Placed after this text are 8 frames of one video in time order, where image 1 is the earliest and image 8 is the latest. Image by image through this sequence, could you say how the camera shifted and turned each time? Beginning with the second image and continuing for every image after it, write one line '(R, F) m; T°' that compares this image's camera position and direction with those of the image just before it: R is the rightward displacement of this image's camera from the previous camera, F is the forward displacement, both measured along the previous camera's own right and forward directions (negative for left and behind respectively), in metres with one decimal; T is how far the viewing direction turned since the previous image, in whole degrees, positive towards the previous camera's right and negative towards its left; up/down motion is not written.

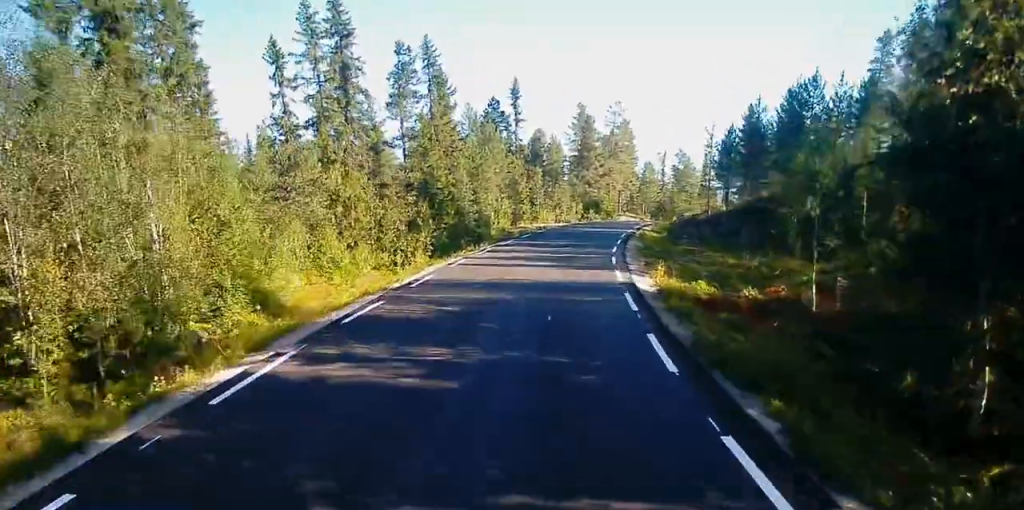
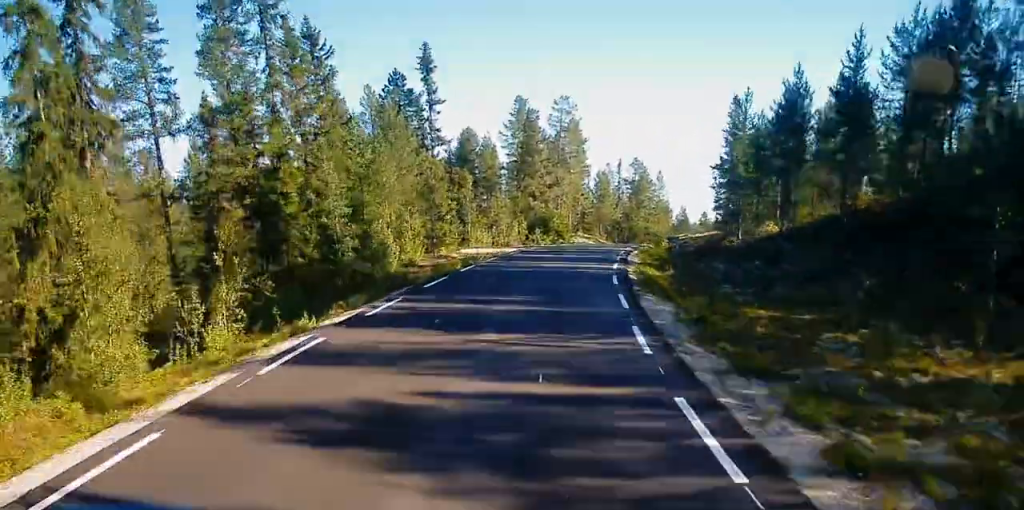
(+1.1, +21.5) m; +5°
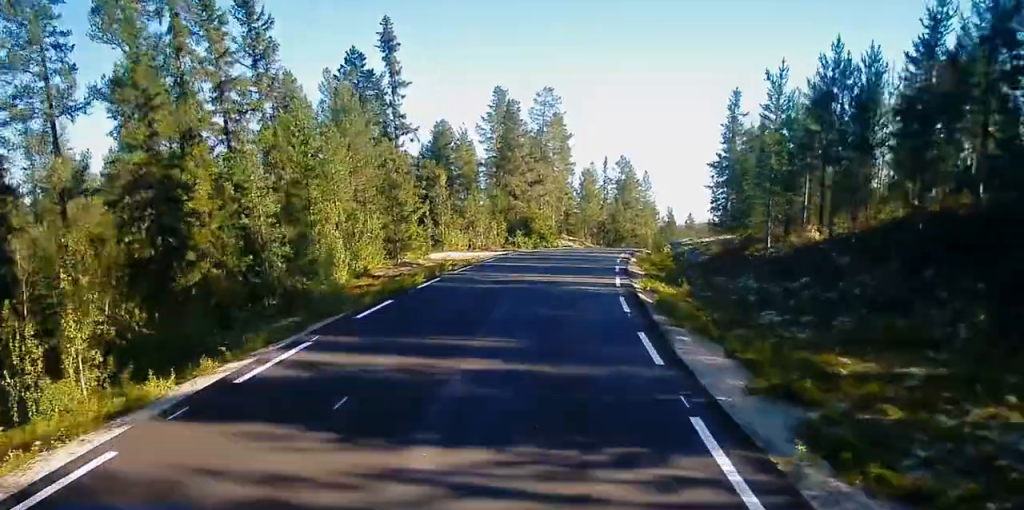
(0.0, +6.8) m; +1°
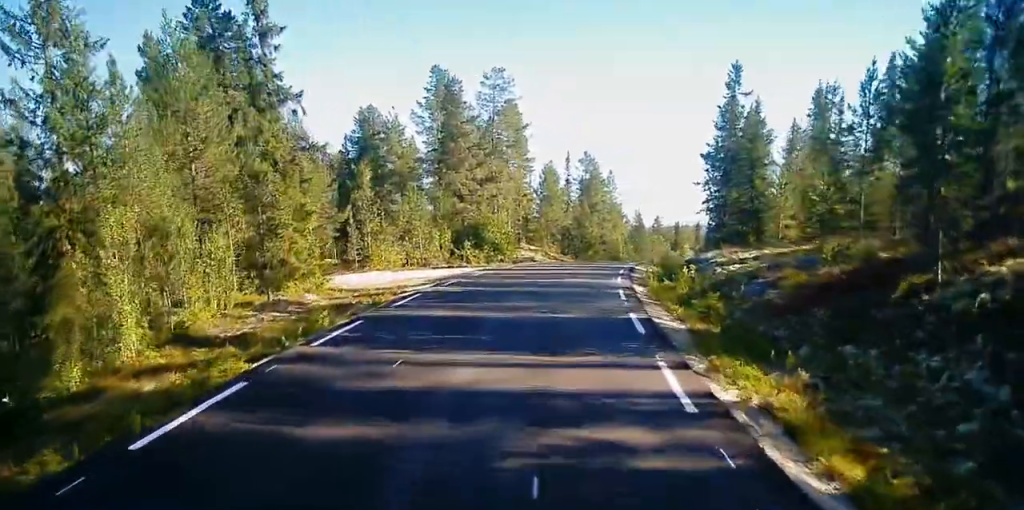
(+0.2, +14.7) m; +3°
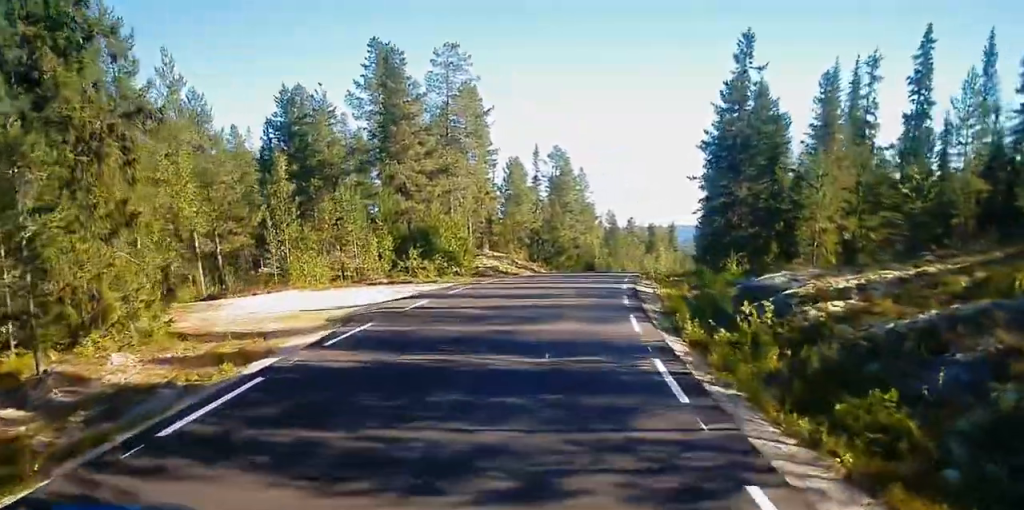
(+0.3, +11.4) m; +3°
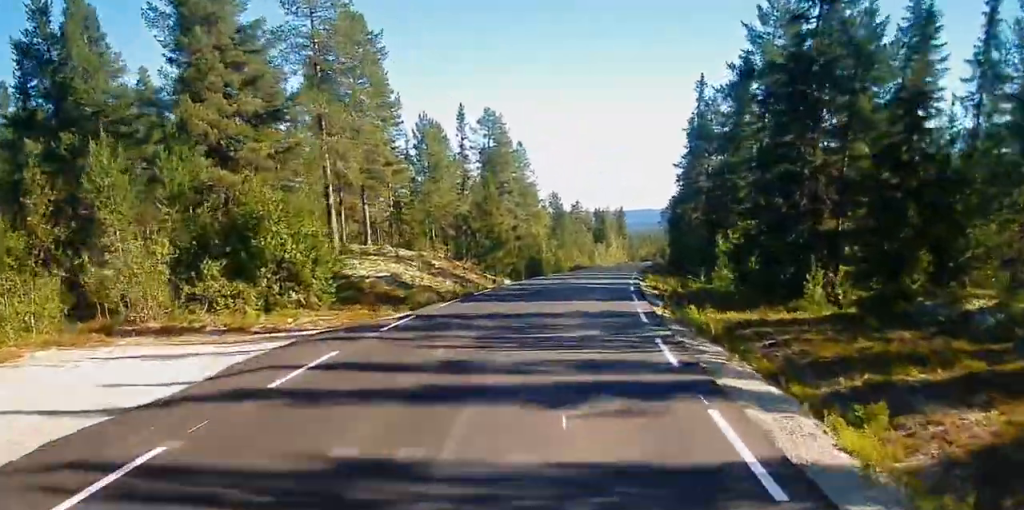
(+0.7, +21.2) m; +5°
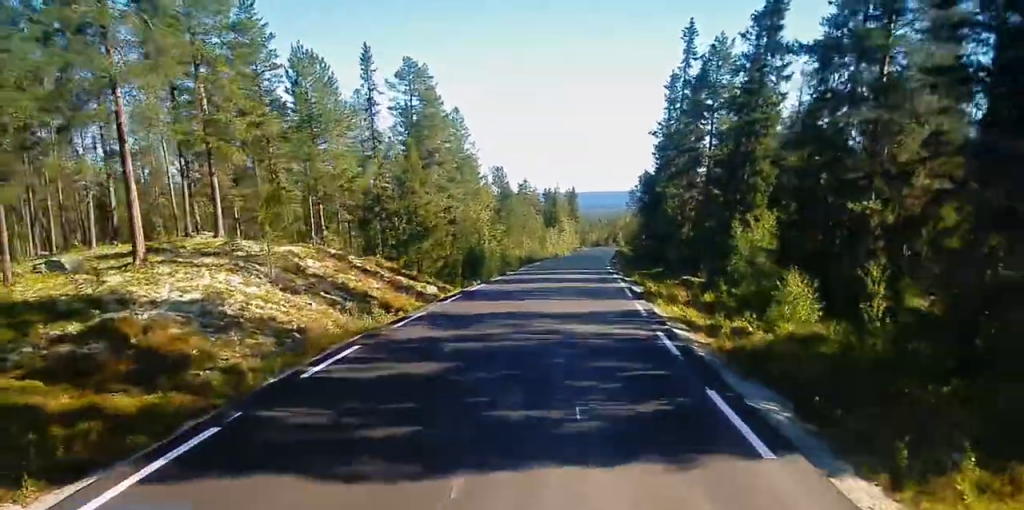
(+0.7, +16.9) m; +4°
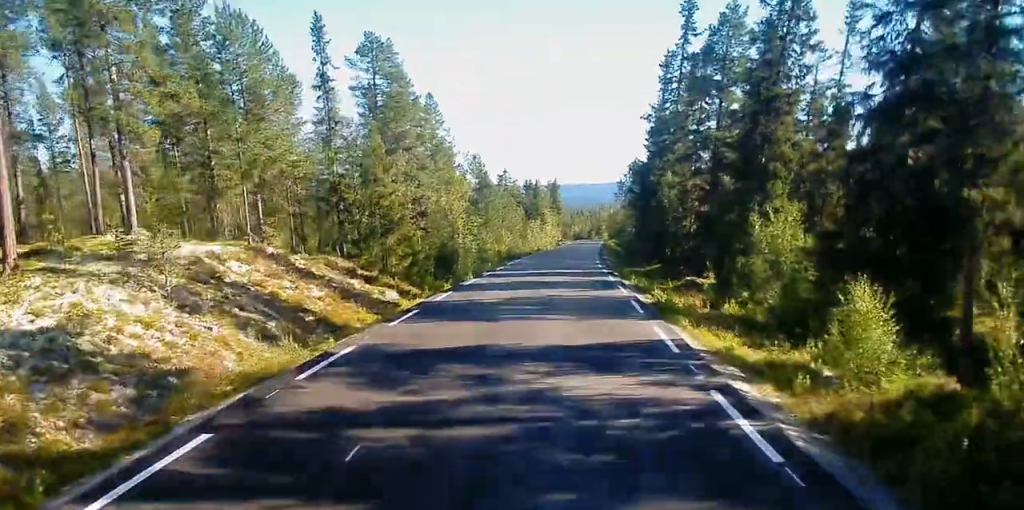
(+0.1, +6.2) m; +1°
